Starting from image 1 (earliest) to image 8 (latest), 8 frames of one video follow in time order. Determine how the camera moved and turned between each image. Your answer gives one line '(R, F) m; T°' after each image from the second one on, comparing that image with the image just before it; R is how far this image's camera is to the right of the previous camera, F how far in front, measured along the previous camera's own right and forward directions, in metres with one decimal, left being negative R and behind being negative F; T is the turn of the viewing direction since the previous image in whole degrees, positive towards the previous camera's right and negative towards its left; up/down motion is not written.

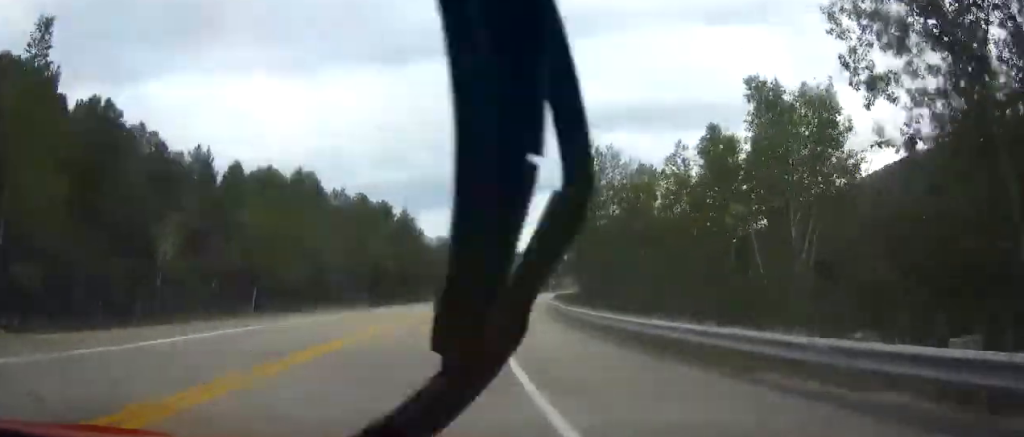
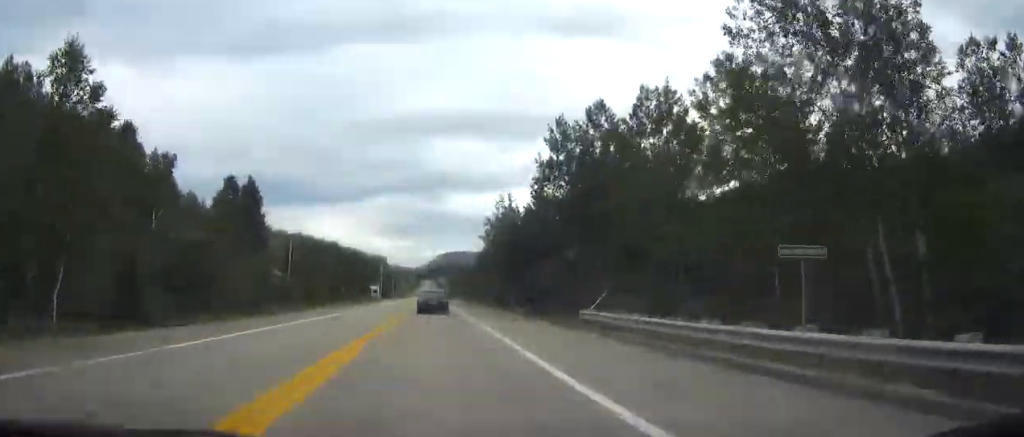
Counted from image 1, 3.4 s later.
(+14.4, +91.2) m; +16°
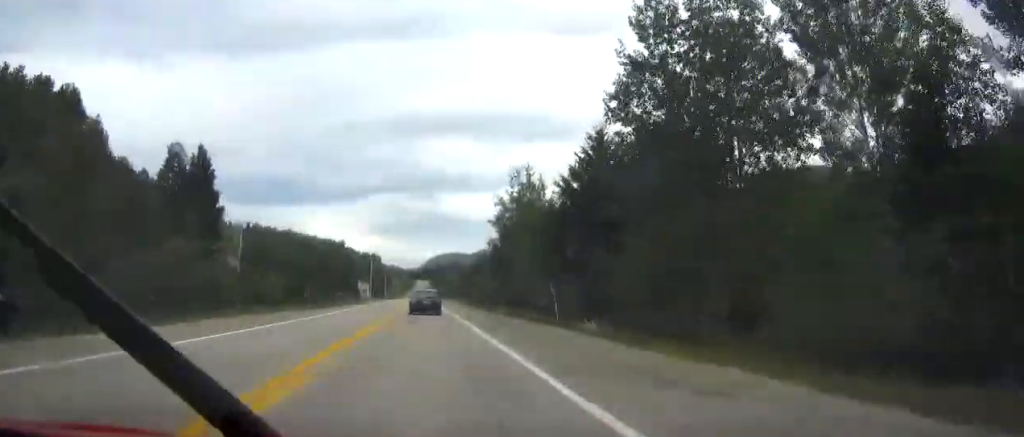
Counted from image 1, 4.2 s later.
(+0.3, +21.5) m; +1°
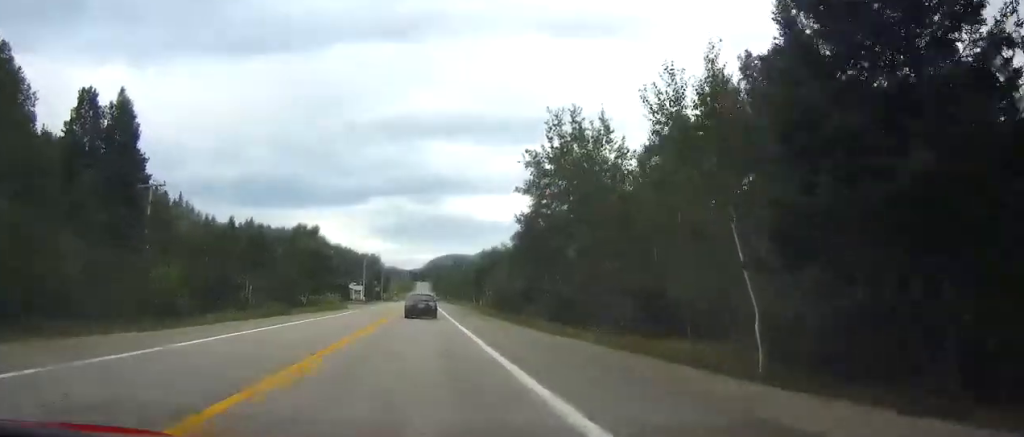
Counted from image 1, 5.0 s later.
(+0.1, +23.4) m; 0°
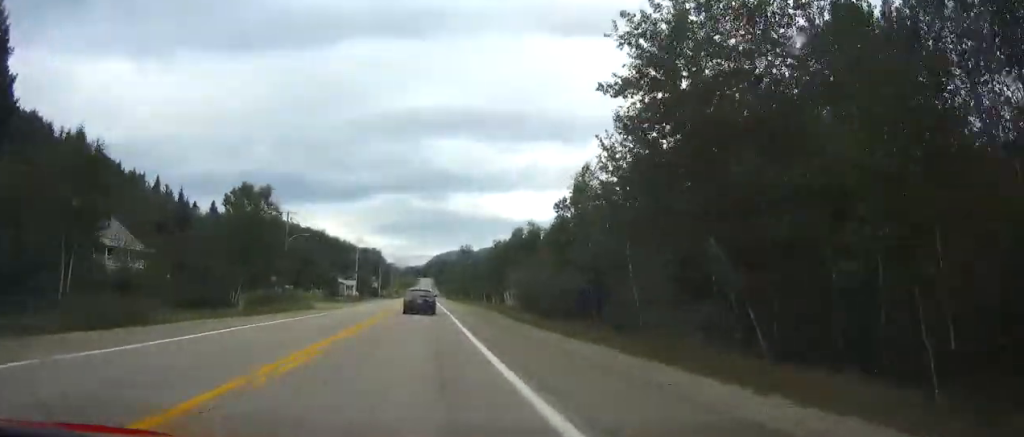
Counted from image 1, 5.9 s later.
(0.0, +24.5) m; 0°
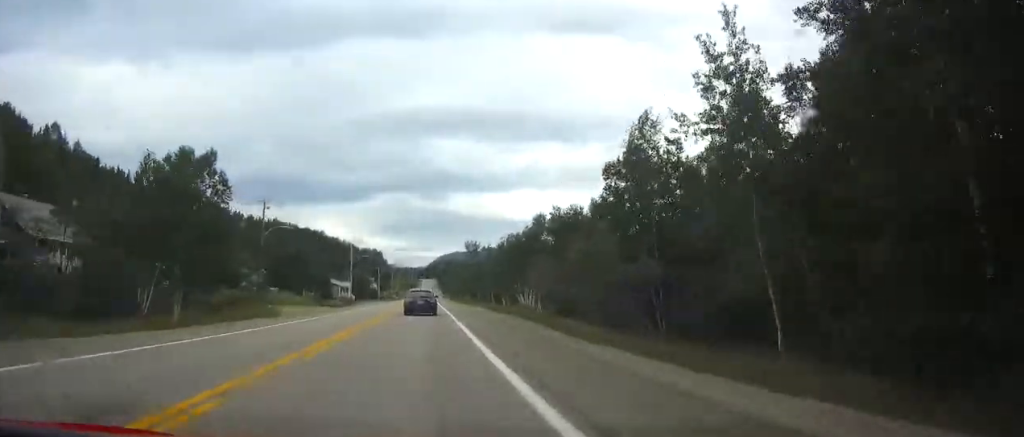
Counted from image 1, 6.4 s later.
(0.0, +14.2) m; 0°
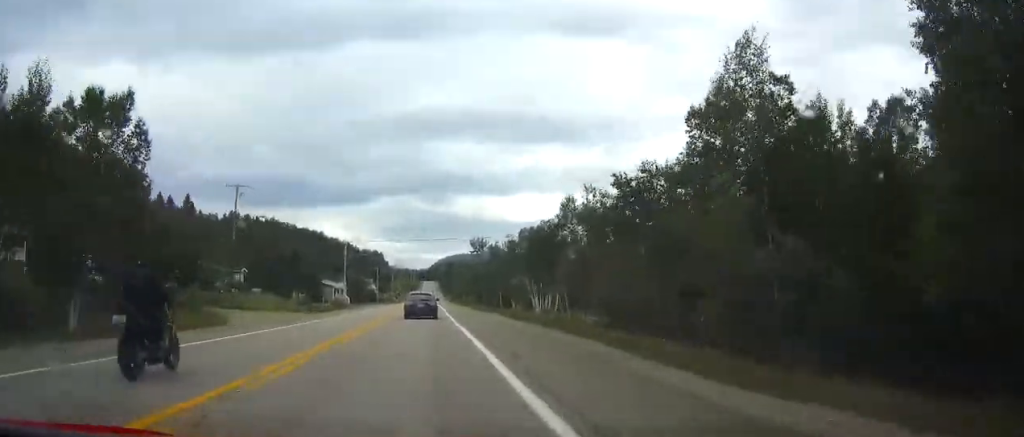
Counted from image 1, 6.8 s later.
(0.0, +12.3) m; 0°
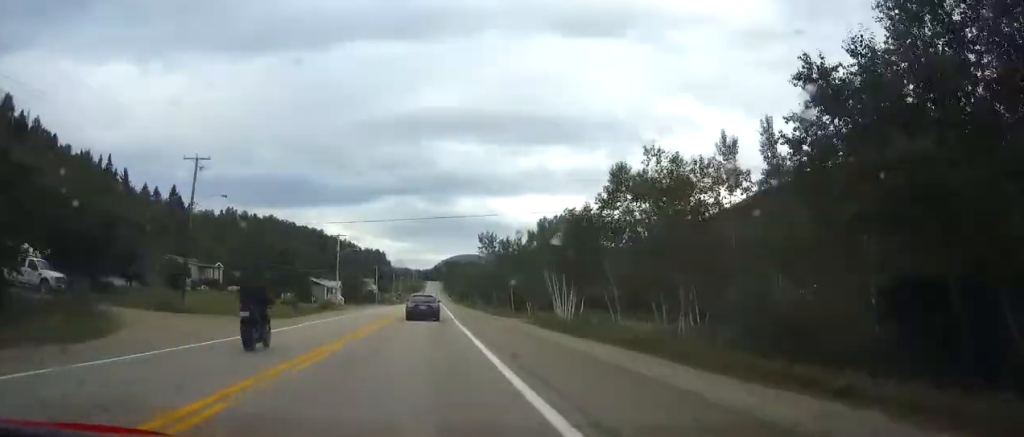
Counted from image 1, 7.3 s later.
(0.0, +13.3) m; 0°
